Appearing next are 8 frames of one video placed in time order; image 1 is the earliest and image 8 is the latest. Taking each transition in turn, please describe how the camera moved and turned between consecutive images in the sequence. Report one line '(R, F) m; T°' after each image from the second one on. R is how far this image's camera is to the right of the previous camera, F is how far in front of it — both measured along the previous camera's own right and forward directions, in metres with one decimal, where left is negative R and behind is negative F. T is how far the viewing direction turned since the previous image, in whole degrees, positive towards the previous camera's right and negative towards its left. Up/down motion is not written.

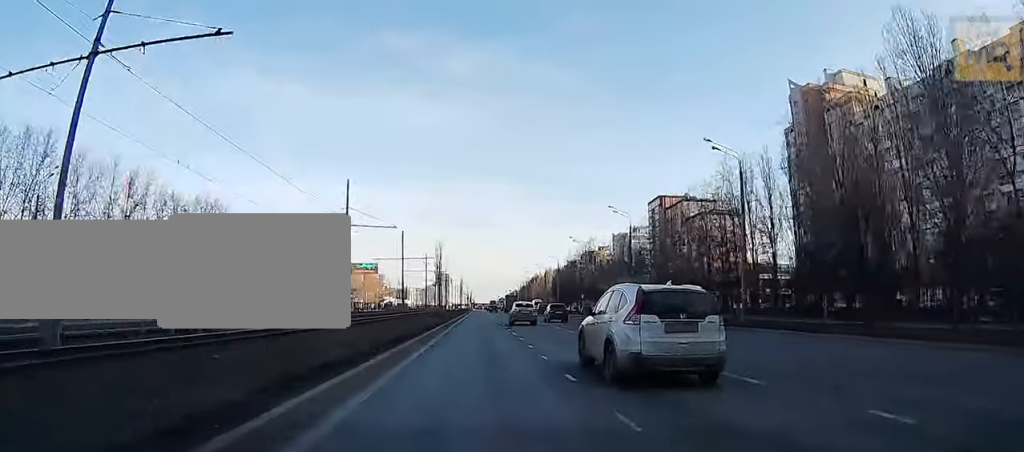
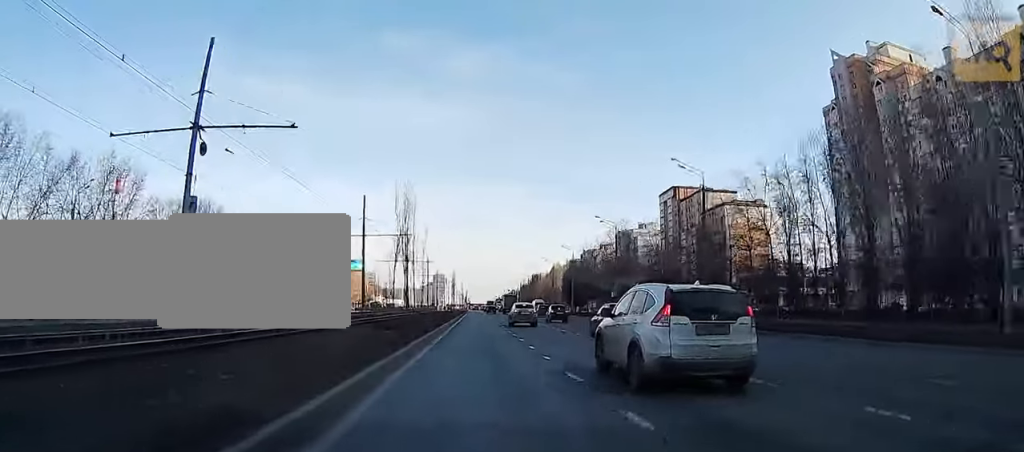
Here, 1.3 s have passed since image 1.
(0.0, +24.2) m; 0°
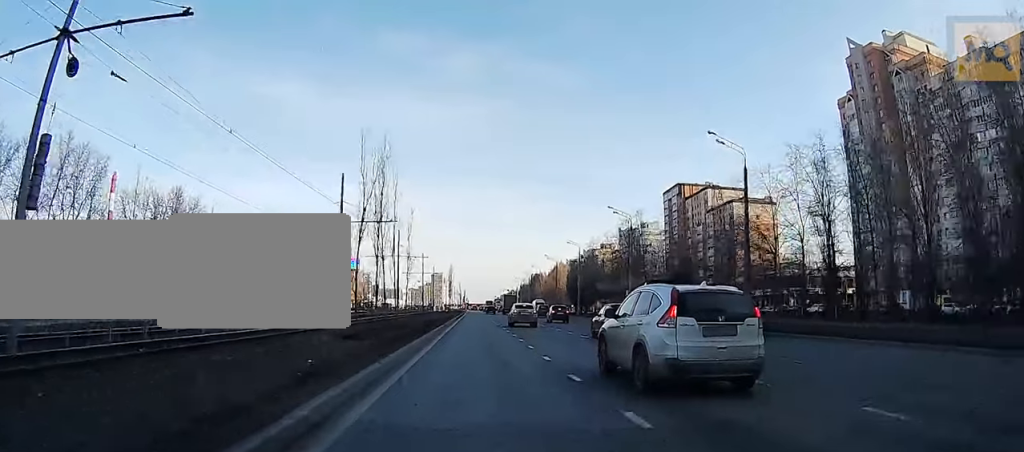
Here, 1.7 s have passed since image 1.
(0.0, +8.1) m; 0°
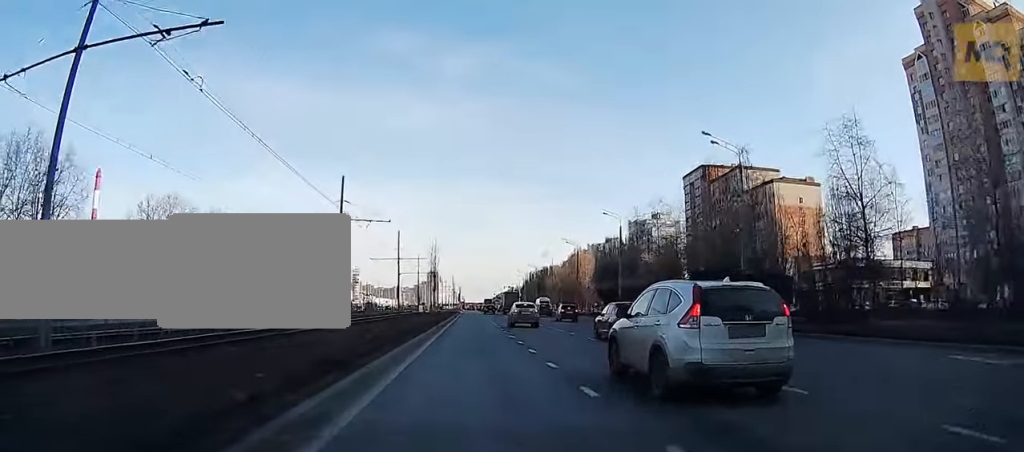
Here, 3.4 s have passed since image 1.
(0.0, +30.3) m; 0°
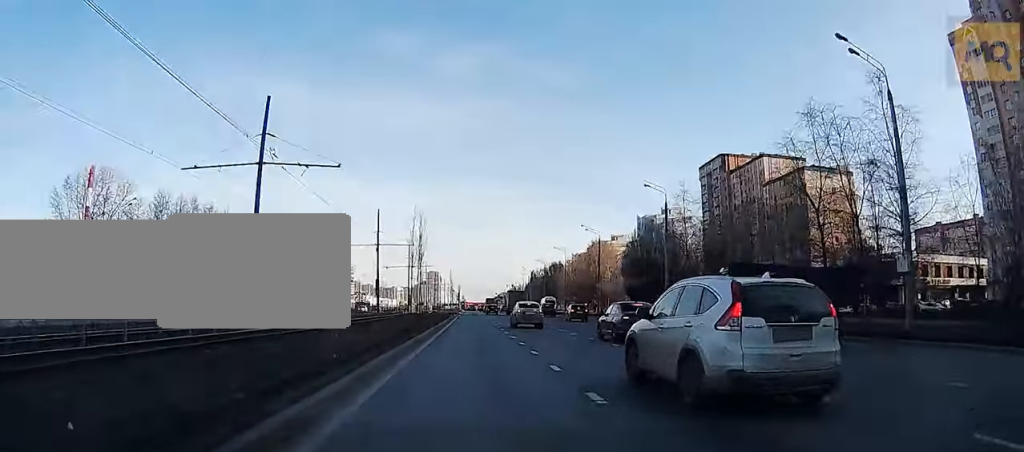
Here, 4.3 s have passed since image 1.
(0.0, +16.9) m; 0°
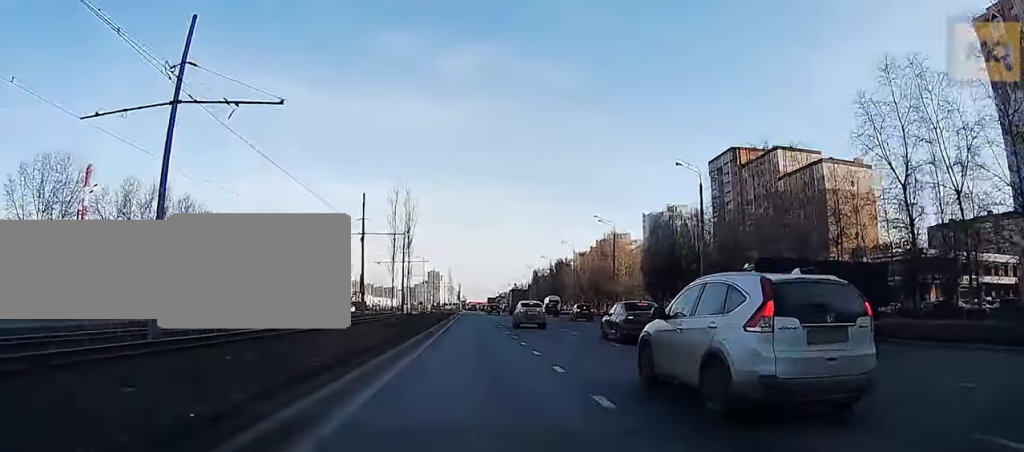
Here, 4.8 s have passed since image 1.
(0.0, +8.7) m; 0°
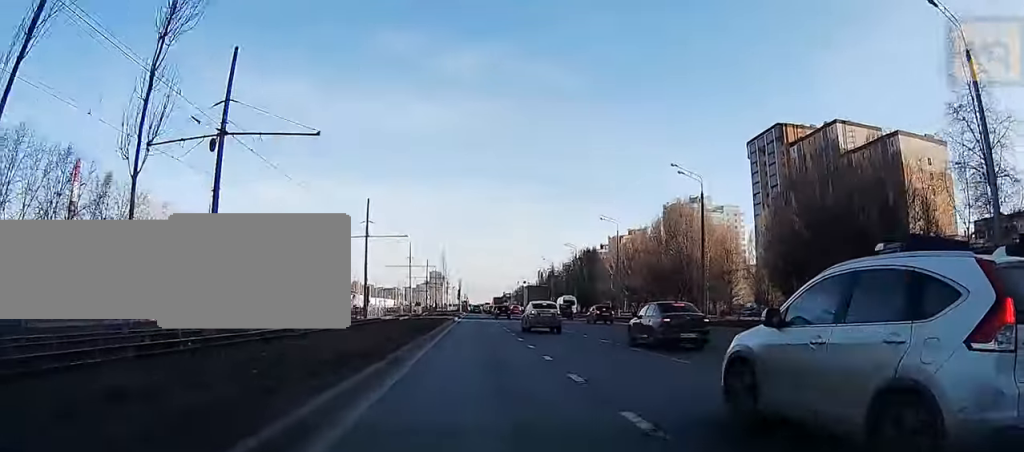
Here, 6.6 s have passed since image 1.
(0.0, +30.3) m; 0°
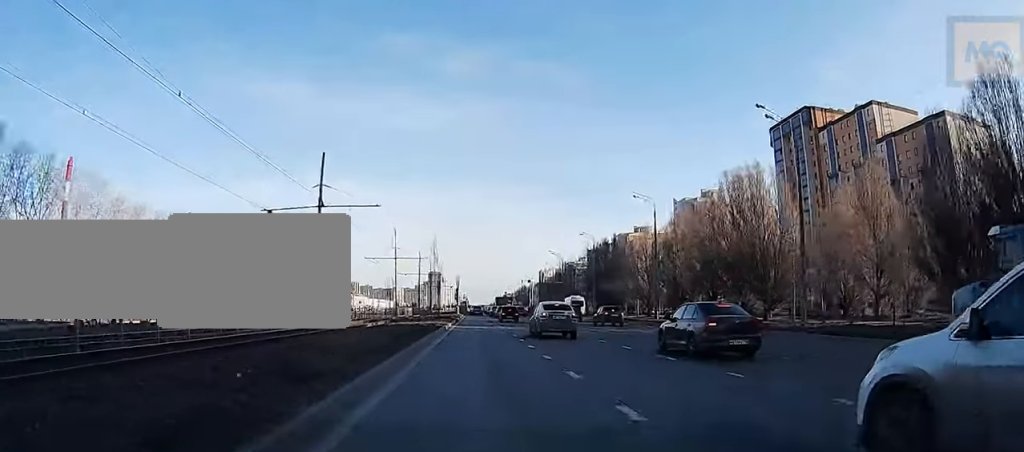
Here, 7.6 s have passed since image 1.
(0.0, +15.7) m; 0°
